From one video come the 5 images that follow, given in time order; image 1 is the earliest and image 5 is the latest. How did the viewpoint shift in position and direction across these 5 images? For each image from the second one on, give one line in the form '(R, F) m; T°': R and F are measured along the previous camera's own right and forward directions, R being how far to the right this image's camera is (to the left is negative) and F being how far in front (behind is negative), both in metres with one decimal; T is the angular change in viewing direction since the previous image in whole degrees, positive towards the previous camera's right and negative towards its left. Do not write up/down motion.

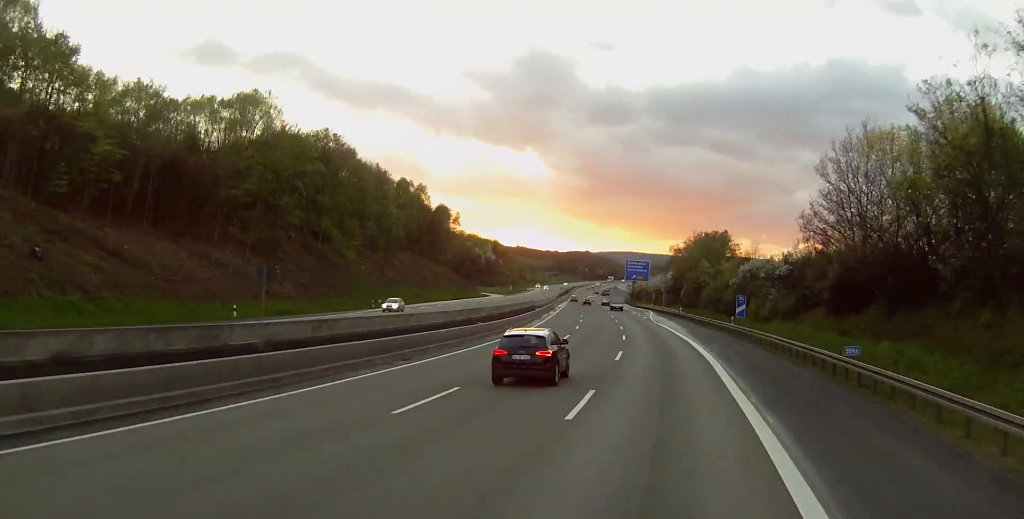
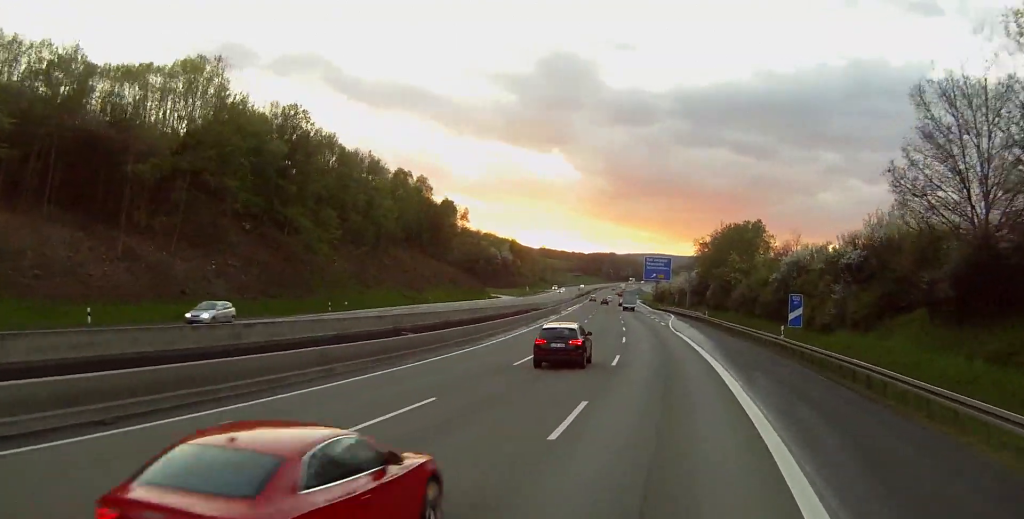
(-0.6, +21.3) m; -2°
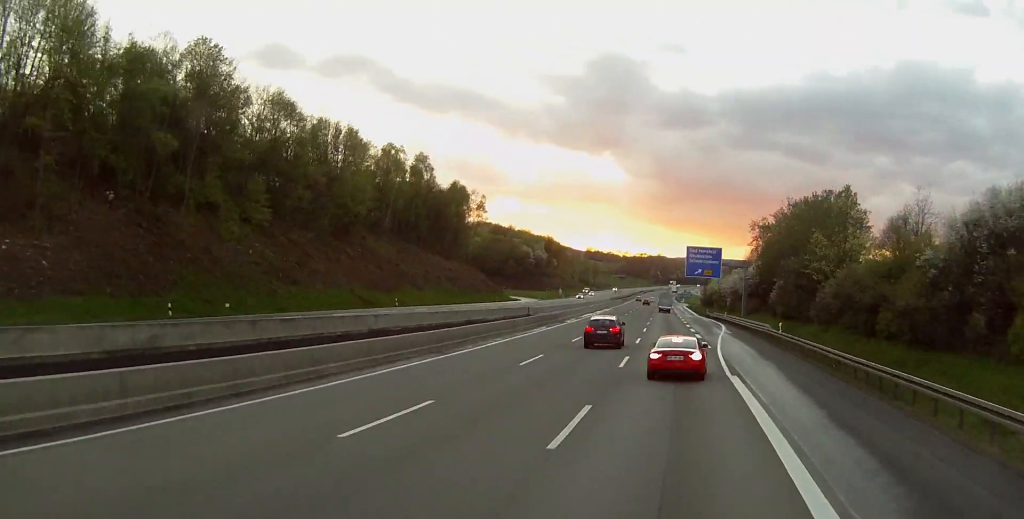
(-0.8, +37.6) m; -2°
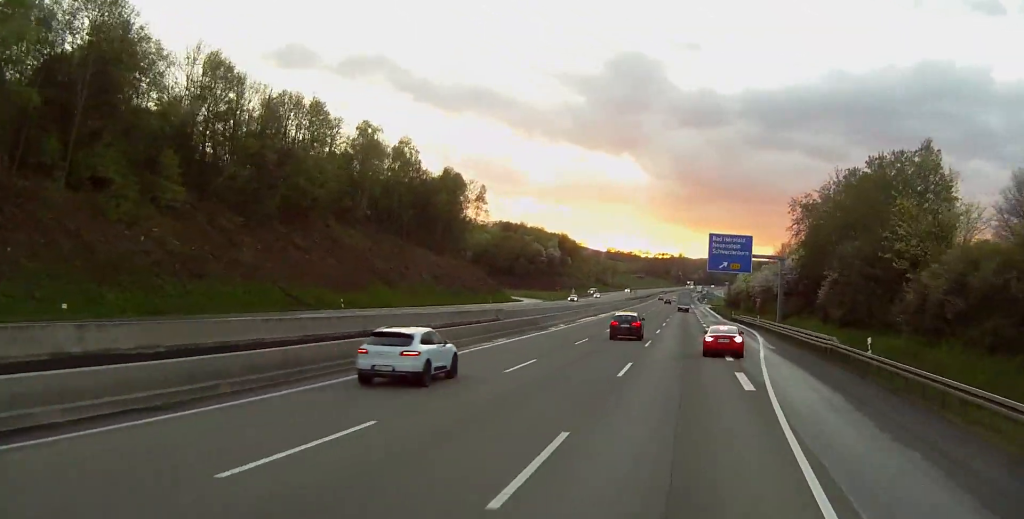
(-0.3, +22.9) m; -1°
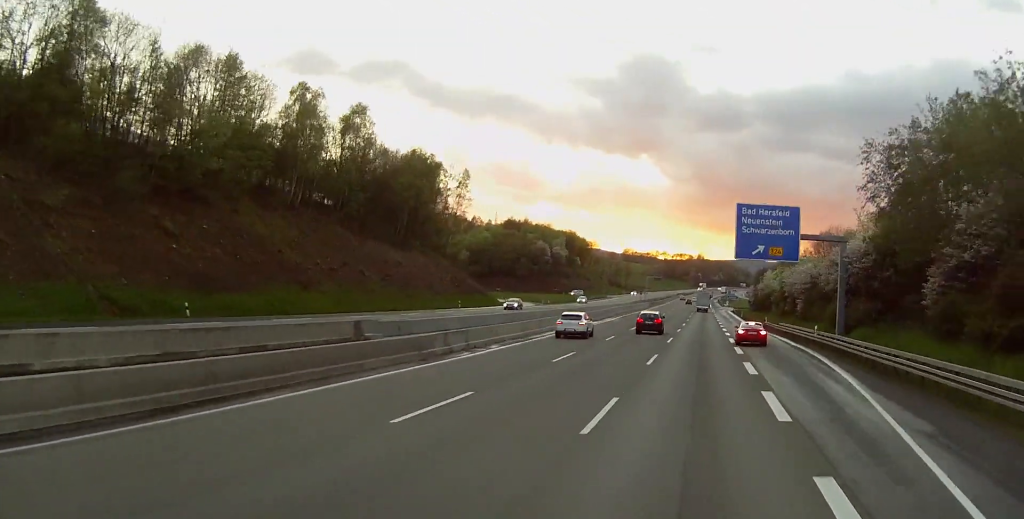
(-0.5, +30.2) m; -1°
